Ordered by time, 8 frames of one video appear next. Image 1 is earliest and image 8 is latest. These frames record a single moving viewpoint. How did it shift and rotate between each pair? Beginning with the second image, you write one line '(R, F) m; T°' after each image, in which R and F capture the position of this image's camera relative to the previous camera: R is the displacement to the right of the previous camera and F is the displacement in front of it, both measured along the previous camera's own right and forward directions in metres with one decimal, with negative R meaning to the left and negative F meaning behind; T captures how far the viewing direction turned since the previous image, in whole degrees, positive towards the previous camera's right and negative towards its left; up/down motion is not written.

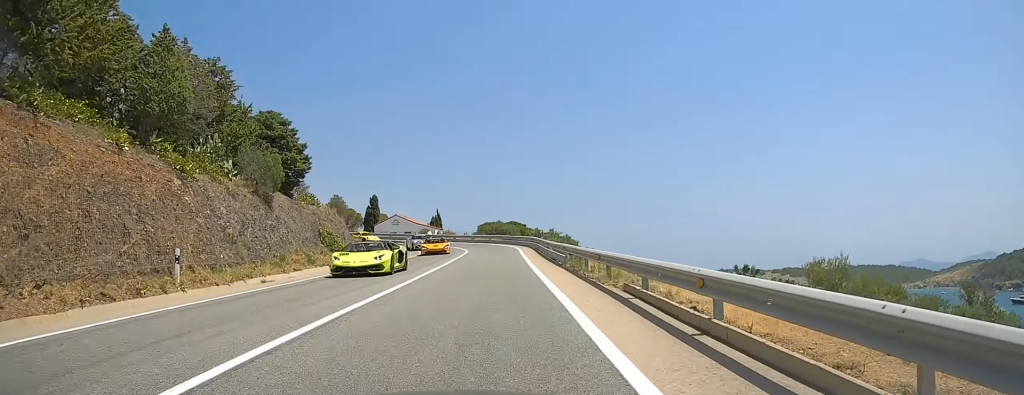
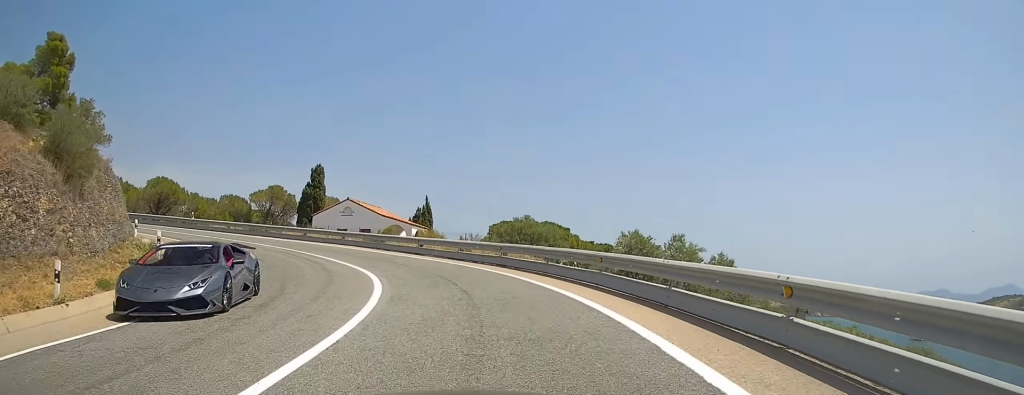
(+0.7, +41.0) m; -4°
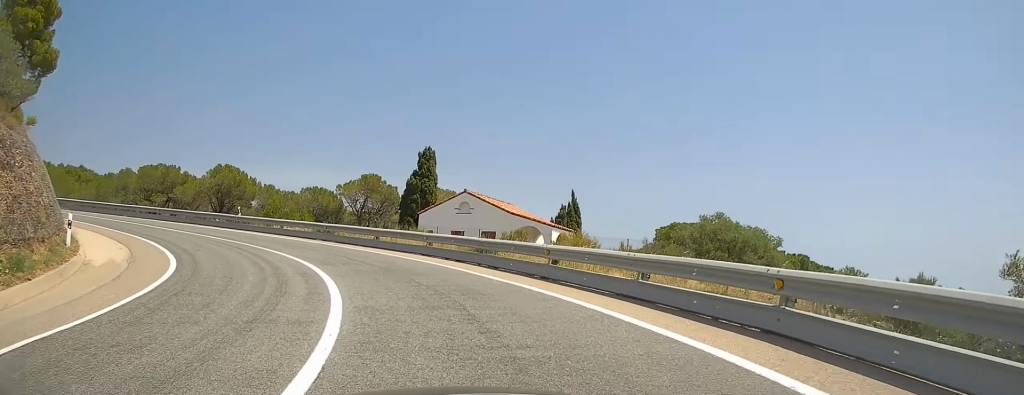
(-1.0, +14.5) m; -12°
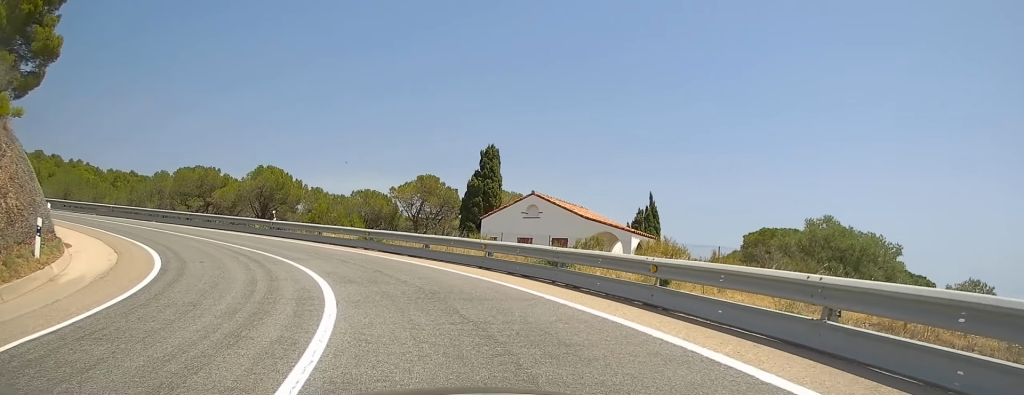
(0.0, +4.5) m; -5°
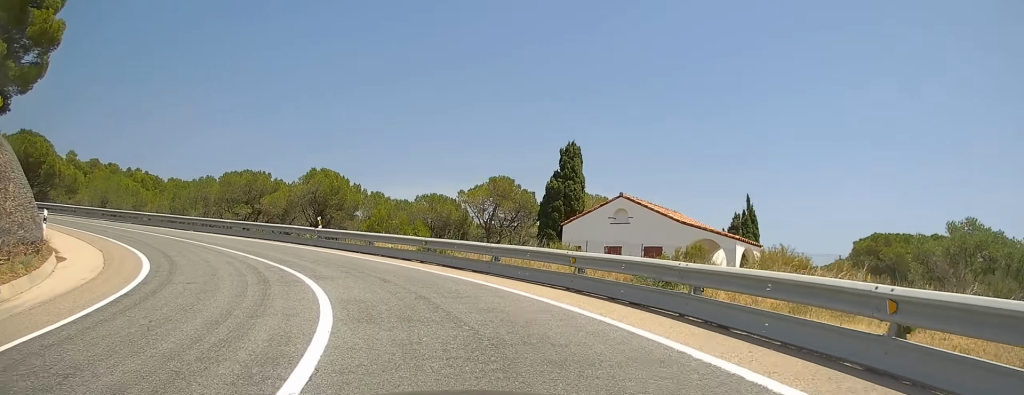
(-0.4, +4.6) m; -7°
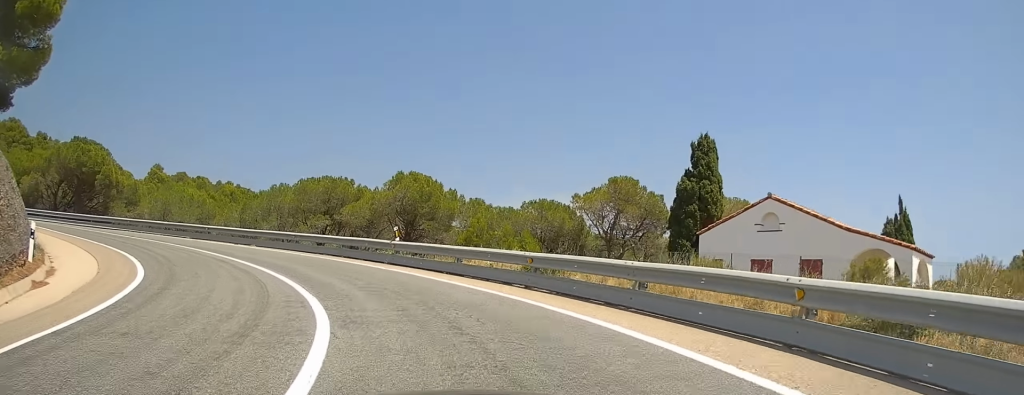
(-0.1, +5.9) m; -9°
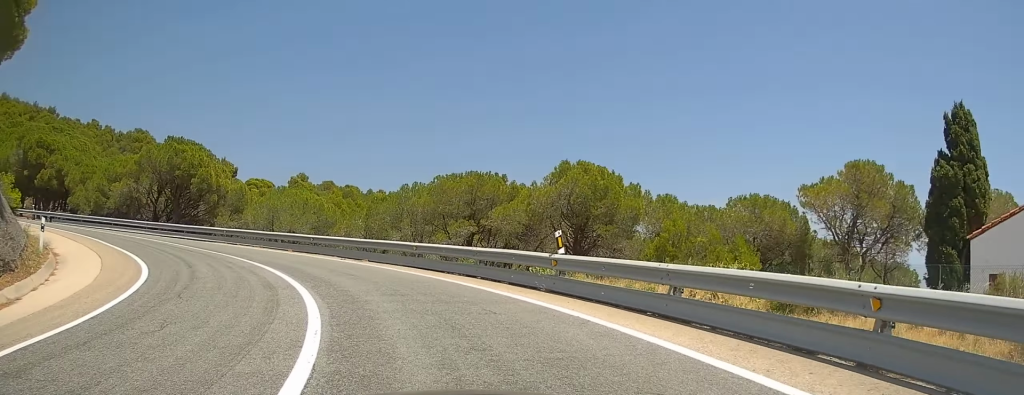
(-1.0, +8.1) m; -17°
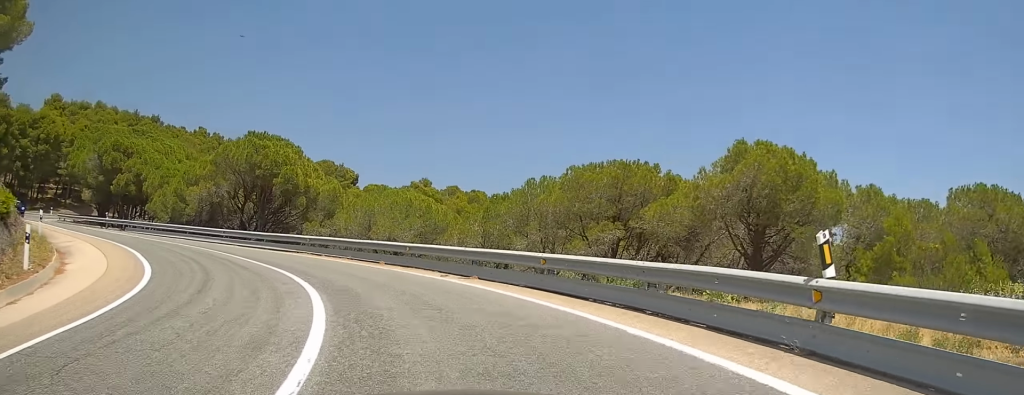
(-1.1, +6.3) m; -11°
